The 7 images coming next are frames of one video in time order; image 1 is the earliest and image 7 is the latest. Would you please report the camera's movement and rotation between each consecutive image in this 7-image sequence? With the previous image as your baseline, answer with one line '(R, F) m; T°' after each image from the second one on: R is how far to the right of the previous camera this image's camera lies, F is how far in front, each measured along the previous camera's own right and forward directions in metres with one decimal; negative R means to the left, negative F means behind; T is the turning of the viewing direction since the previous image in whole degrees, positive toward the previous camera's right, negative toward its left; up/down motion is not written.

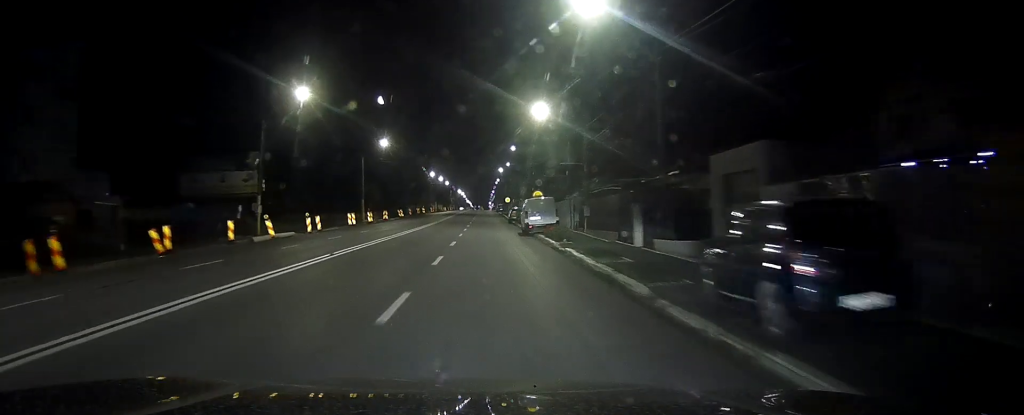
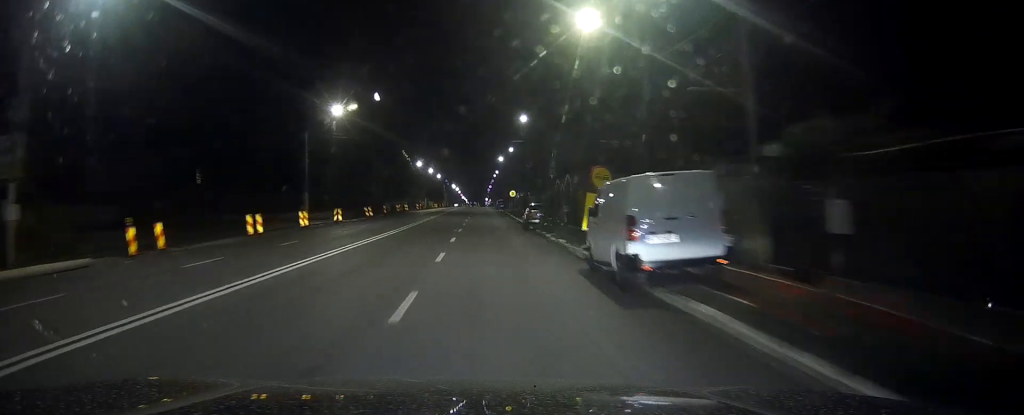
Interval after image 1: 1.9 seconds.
(0.0, +26.9) m; 0°
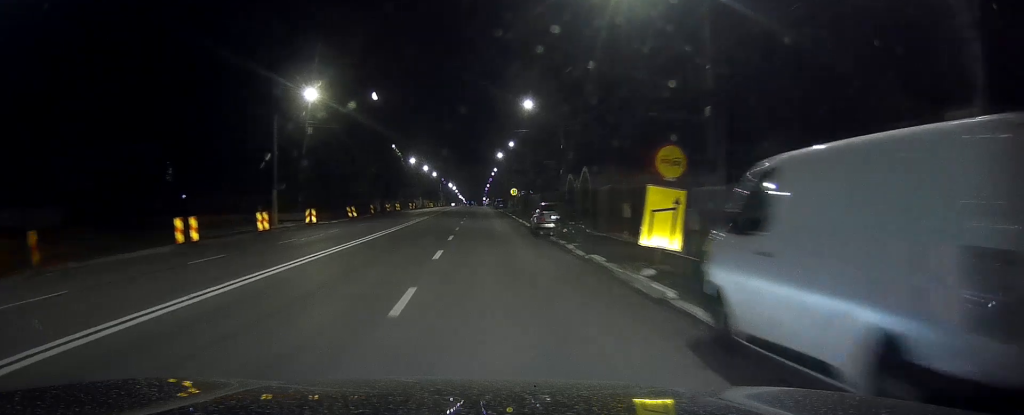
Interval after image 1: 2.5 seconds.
(0.0, +8.6) m; 0°
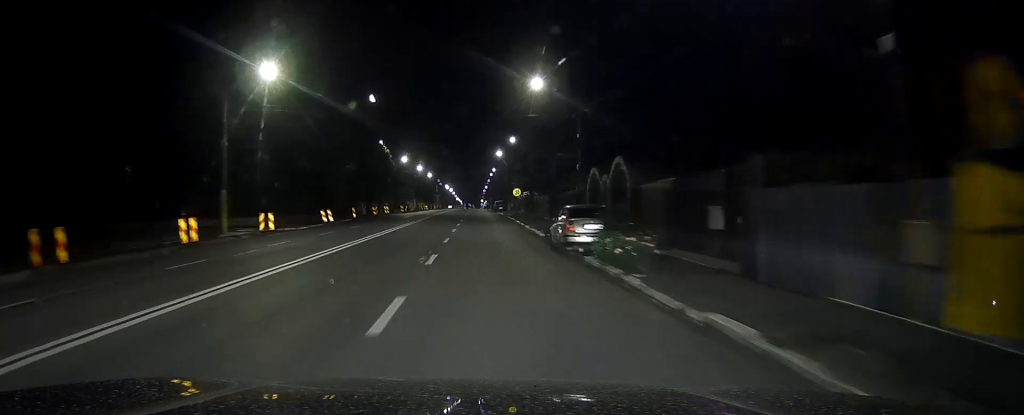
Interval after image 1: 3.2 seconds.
(0.0, +10.1) m; 0°
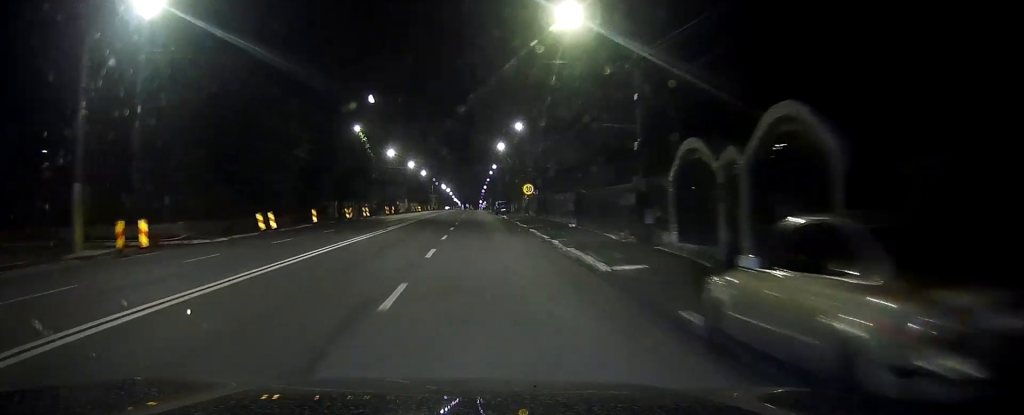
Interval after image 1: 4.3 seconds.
(0.0, +16.4) m; -1°
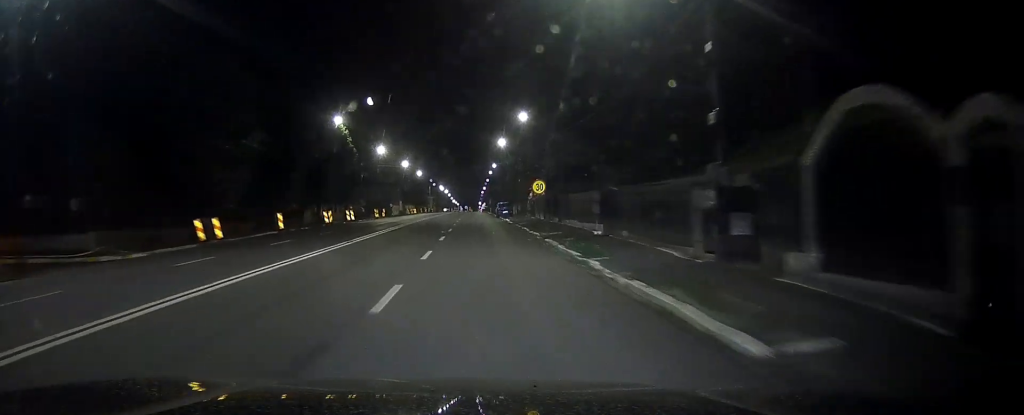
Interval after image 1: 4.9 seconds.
(-0.1, +9.1) m; 0°
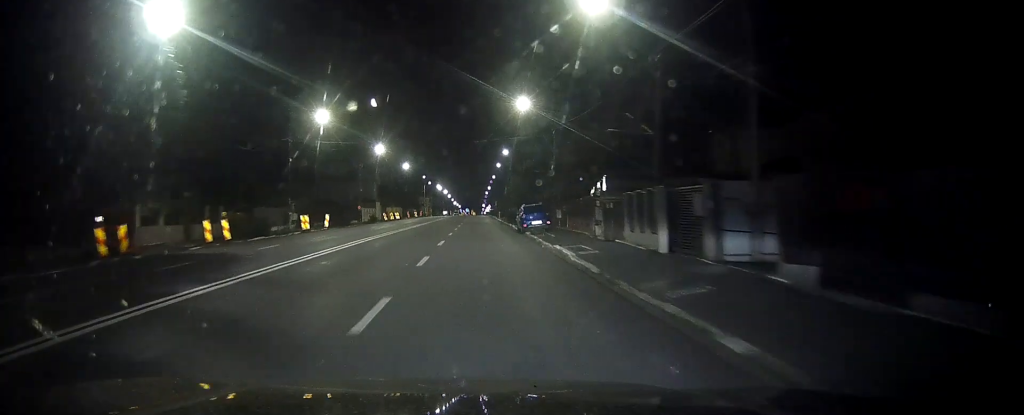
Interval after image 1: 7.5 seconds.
(+0.3, +36.9) m; 0°
